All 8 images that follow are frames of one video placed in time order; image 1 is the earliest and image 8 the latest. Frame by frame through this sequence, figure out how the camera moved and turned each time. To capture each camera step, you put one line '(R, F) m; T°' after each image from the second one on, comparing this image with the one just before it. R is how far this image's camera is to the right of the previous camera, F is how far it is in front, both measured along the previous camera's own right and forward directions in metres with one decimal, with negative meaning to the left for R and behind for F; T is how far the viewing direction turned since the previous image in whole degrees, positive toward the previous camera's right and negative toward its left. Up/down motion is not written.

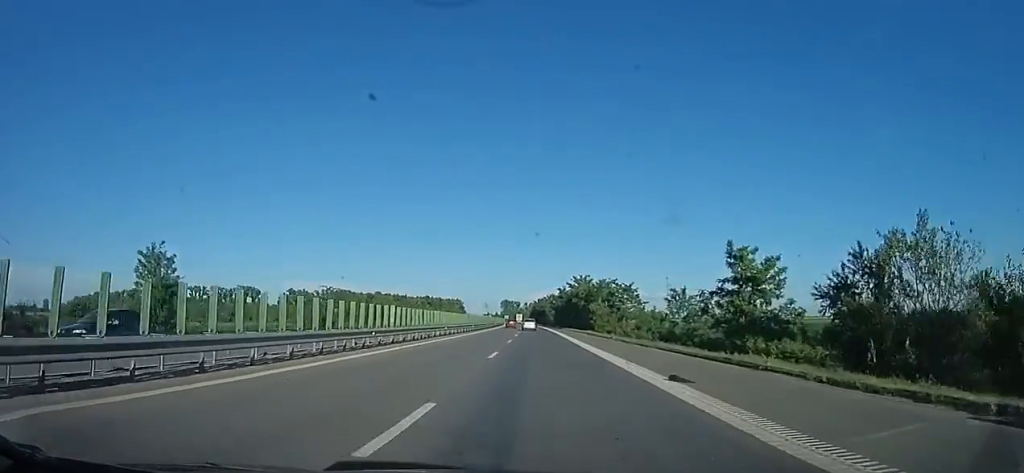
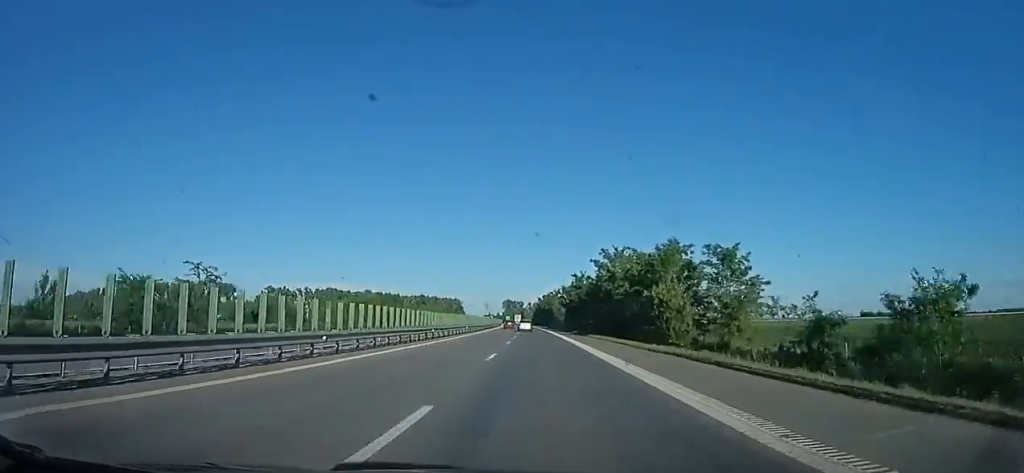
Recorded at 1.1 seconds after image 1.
(-0.1, +36.7) m; 0°
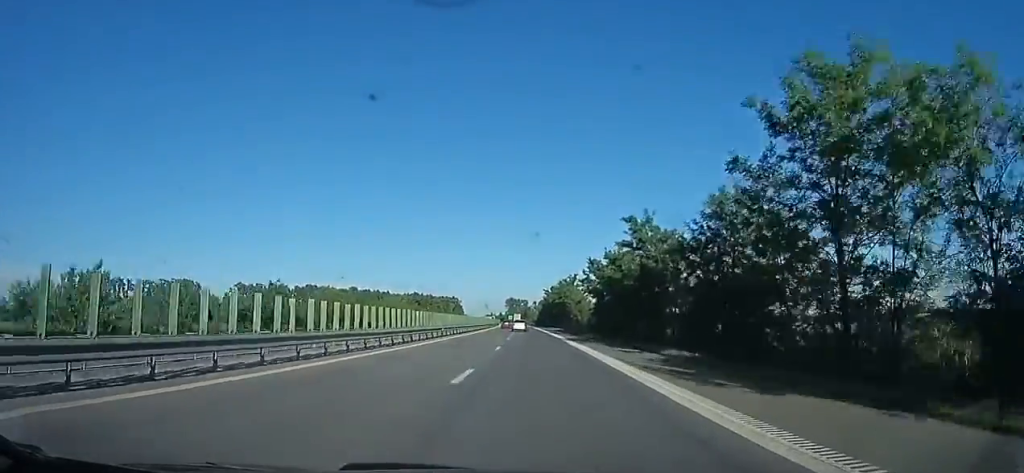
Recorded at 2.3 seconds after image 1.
(-0.3, +43.2) m; -2°
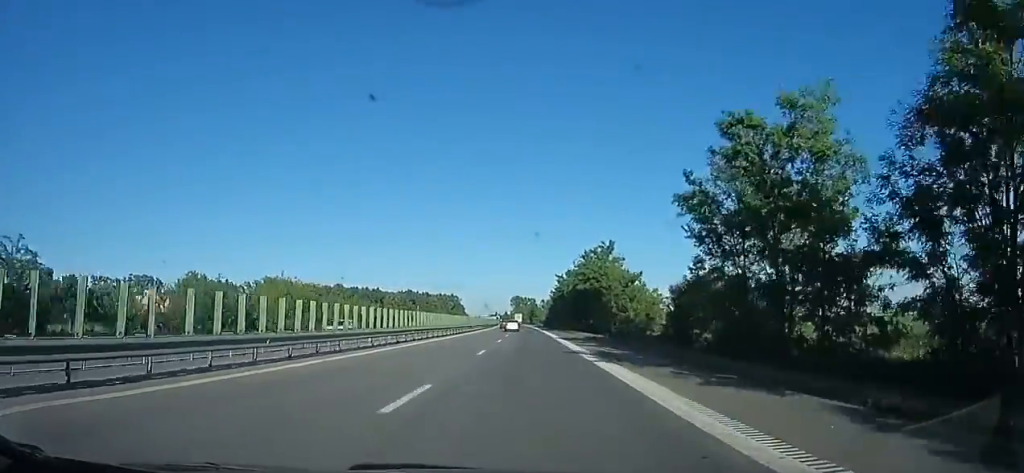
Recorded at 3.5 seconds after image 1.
(-1.3, +39.5) m; 0°
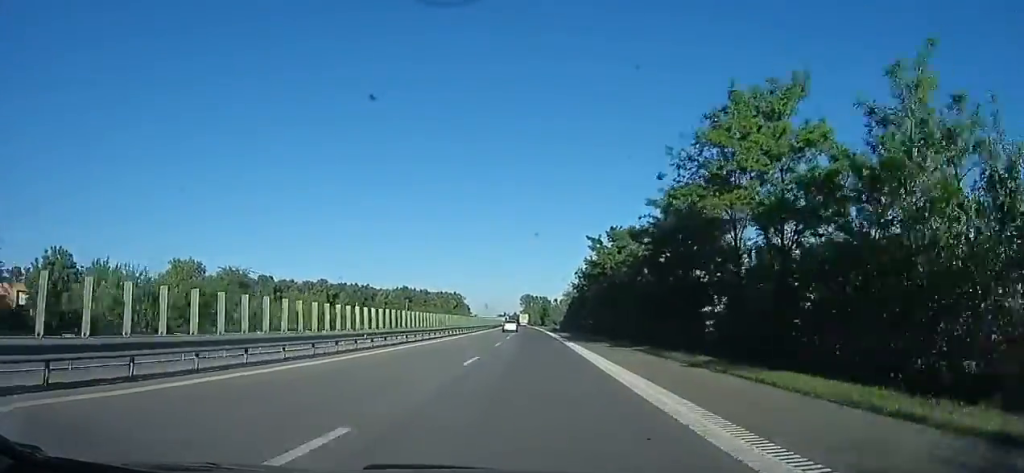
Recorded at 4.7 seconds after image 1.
(+1.6, +40.4) m; +2°
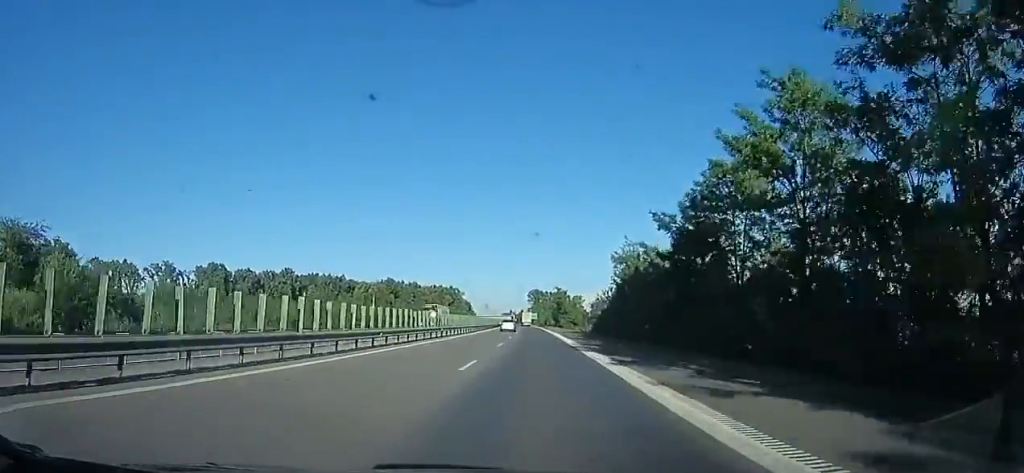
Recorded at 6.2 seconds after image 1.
(-1.5, +50.2) m; -4°
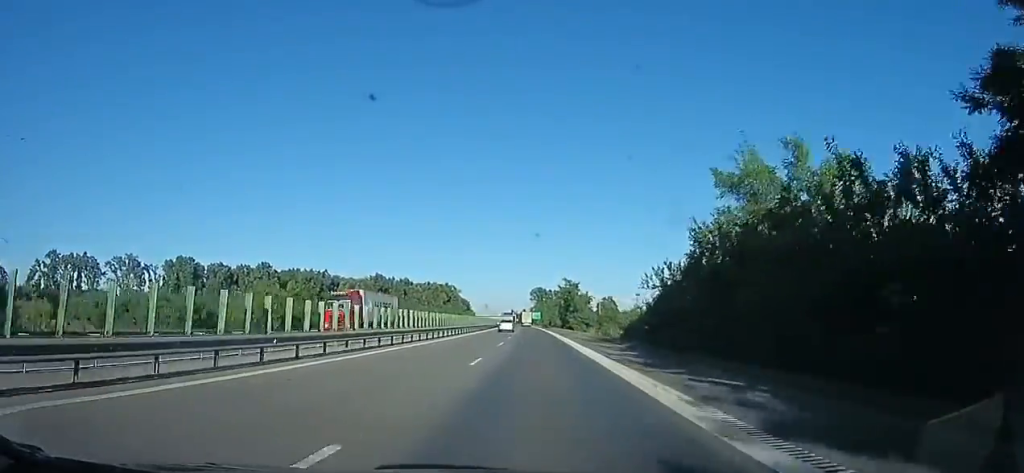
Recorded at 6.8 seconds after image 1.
(-0.4, +23.0) m; 0°
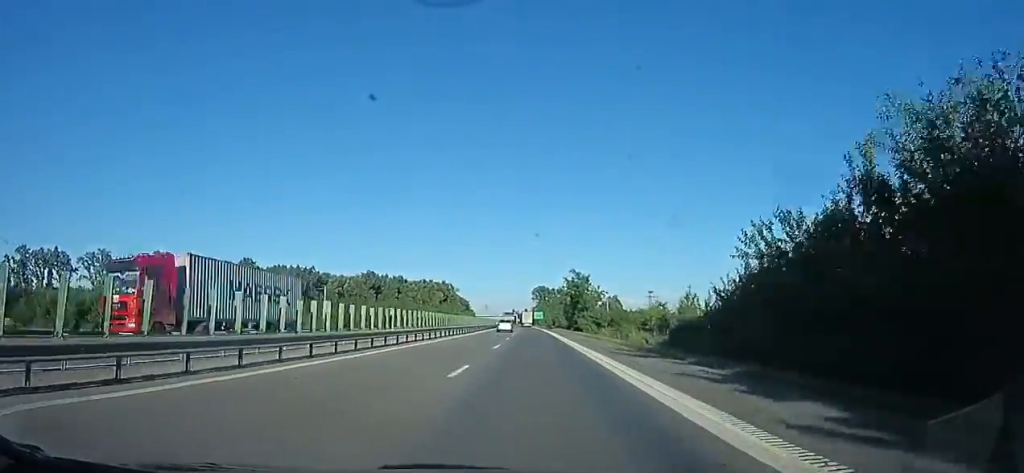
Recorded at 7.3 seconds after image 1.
(-0.4, +15.0) m; +1°
